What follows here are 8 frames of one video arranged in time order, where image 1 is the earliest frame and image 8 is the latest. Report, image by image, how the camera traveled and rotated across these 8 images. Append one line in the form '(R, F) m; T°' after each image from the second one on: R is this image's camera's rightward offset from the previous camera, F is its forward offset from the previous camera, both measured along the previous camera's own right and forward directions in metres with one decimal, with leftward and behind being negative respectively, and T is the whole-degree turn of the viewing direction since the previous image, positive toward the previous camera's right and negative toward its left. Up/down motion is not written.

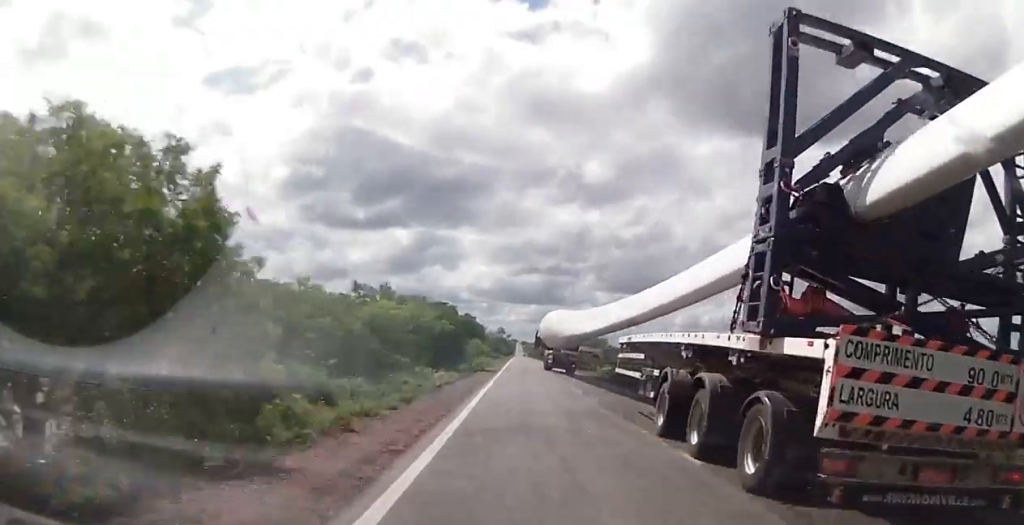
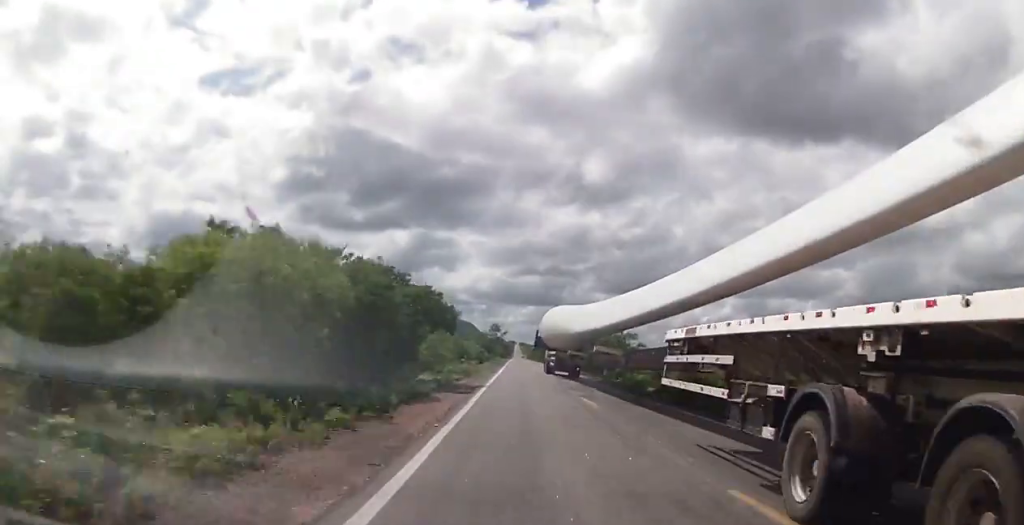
(-0.1, +21.5) m; 0°
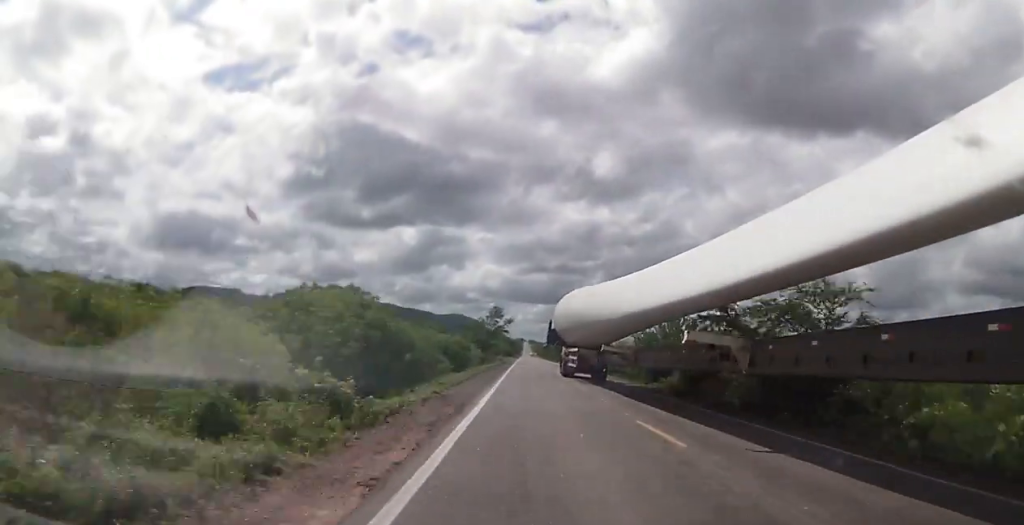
(-0.4, +40.7) m; -1°
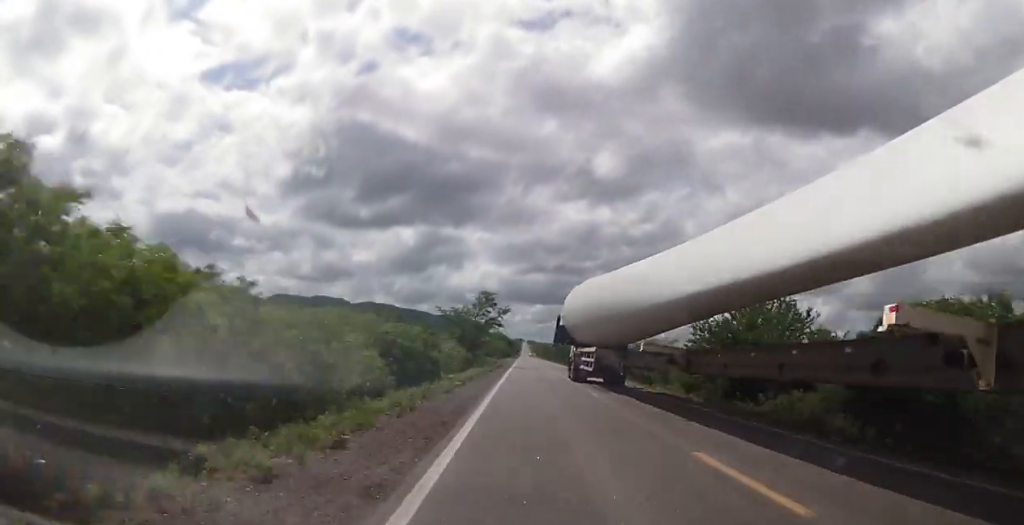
(-0.2, +20.3) m; 0°
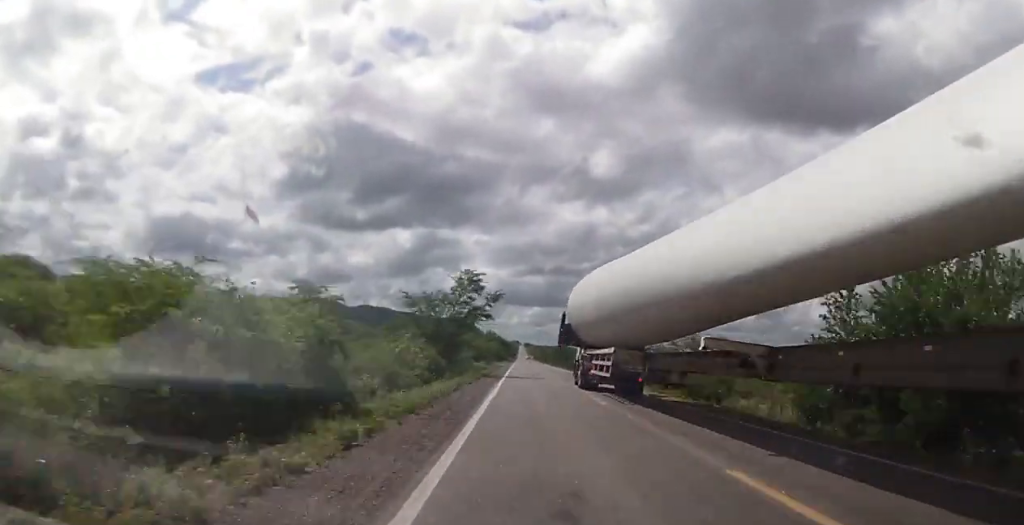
(0.0, +17.5) m; 0°
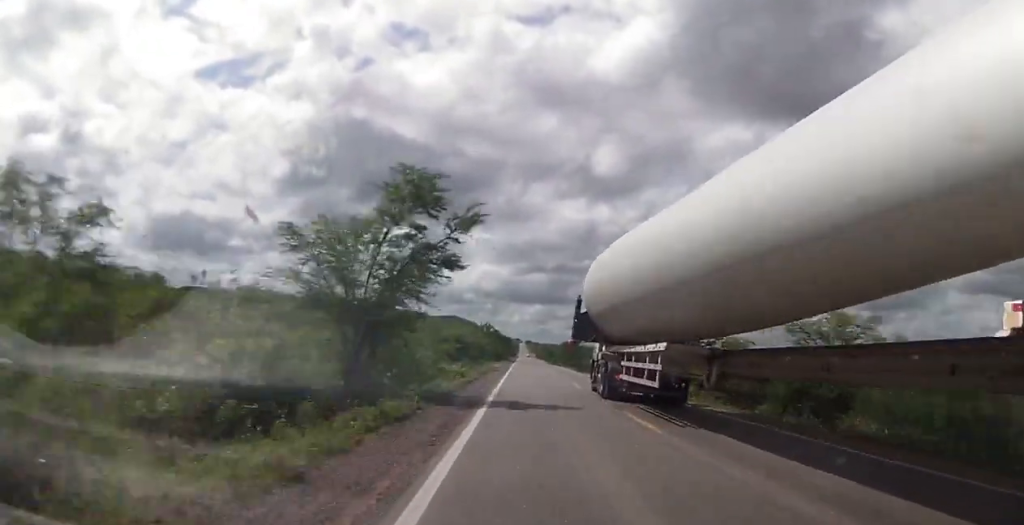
(+0.4, +23.4) m; 0°
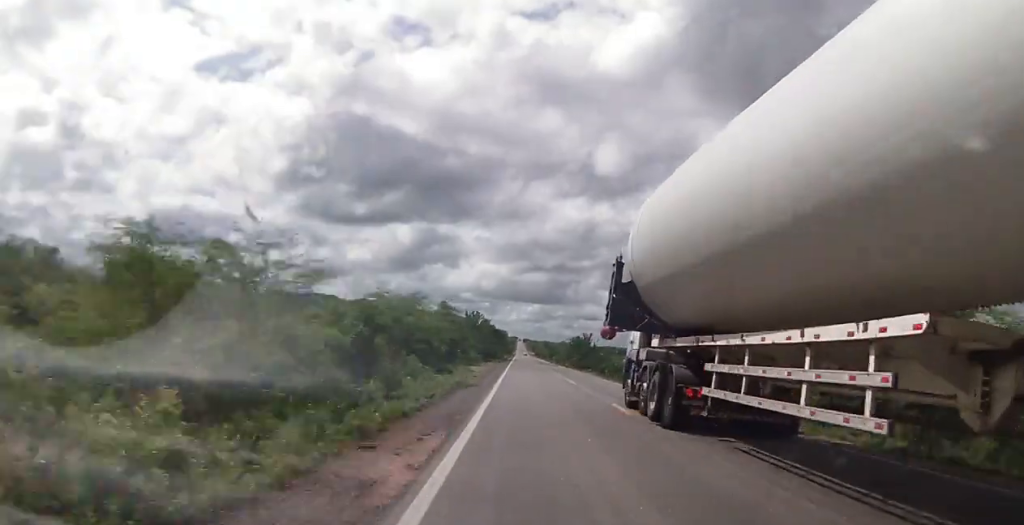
(-0.5, +28.4) m; -1°
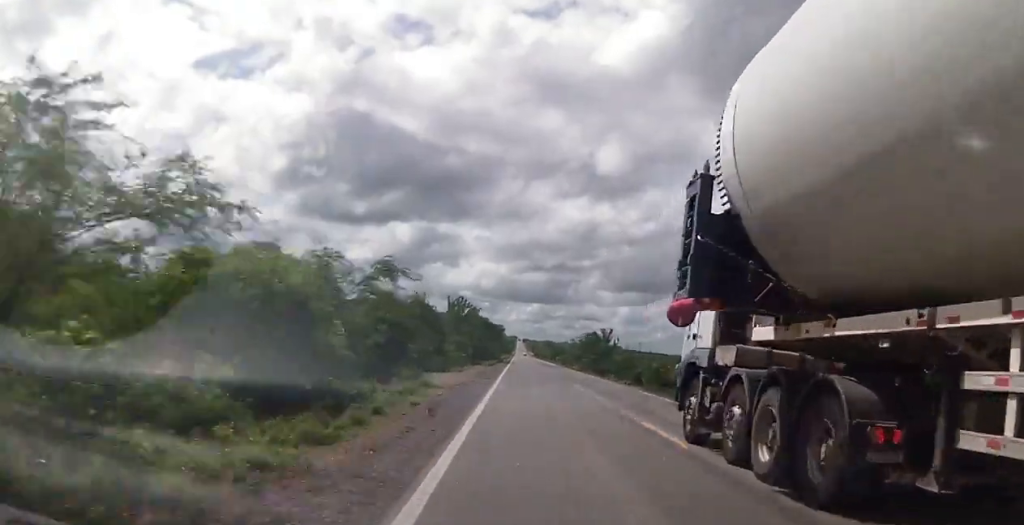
(0.0, +21.5) m; 0°
